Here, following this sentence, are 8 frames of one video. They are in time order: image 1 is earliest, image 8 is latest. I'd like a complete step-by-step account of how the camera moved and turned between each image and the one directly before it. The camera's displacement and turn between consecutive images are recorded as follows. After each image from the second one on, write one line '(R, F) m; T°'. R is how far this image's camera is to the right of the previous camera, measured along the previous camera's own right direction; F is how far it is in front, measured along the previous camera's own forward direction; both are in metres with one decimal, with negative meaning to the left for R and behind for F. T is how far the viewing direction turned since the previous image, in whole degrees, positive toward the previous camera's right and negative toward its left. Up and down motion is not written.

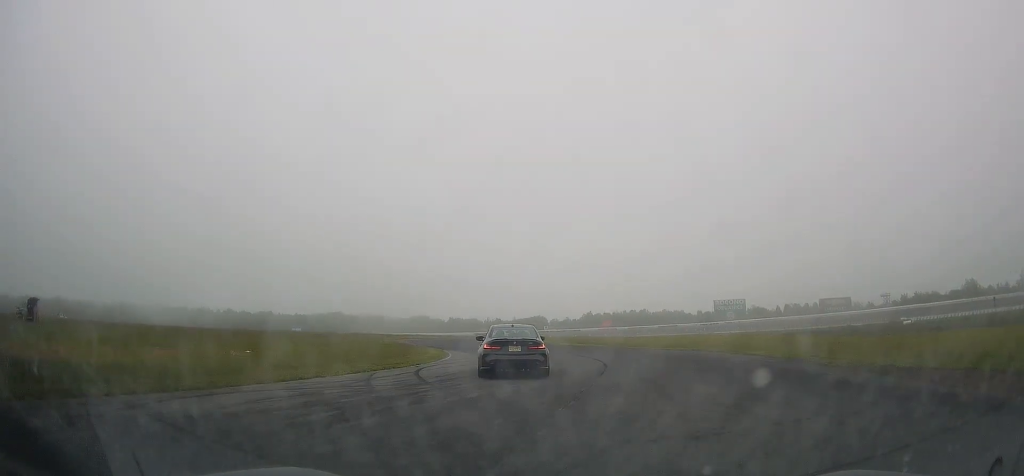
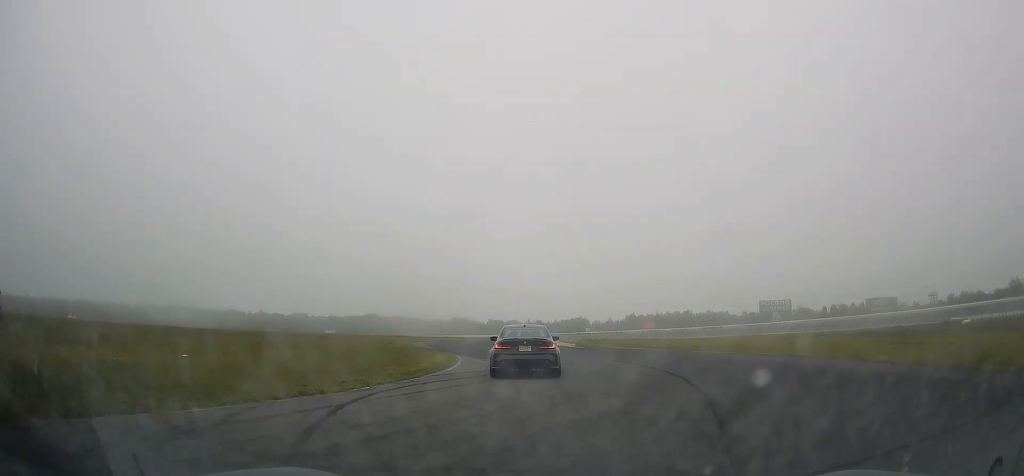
(-0.5, +9.2) m; -3°
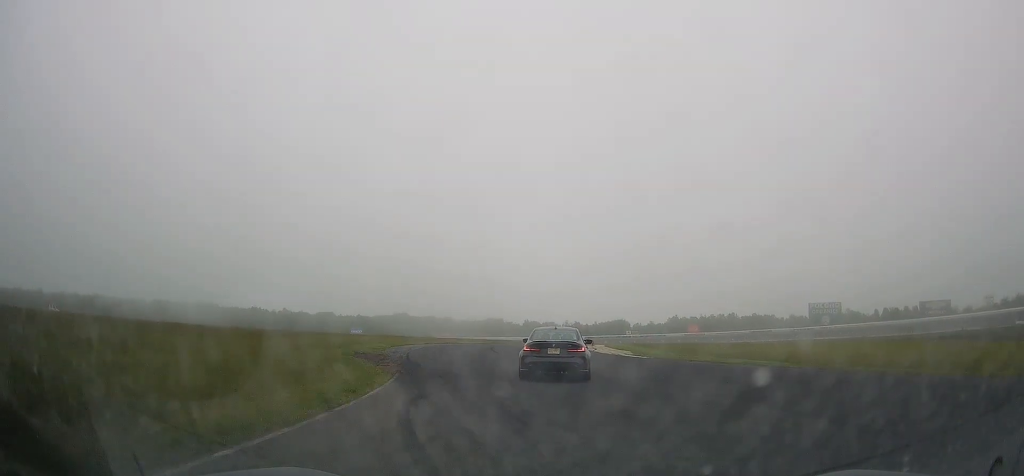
(-1.2, +18.3) m; -3°
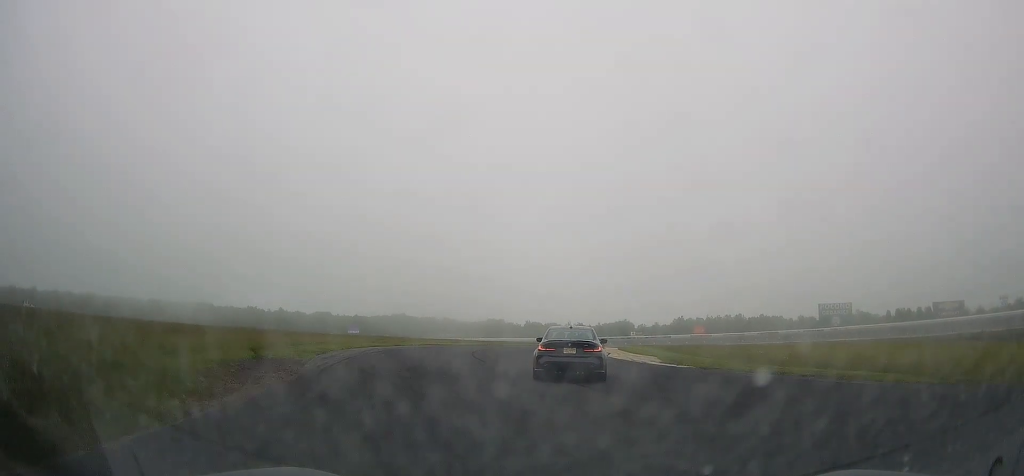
(+0.1, +9.6) m; +1°
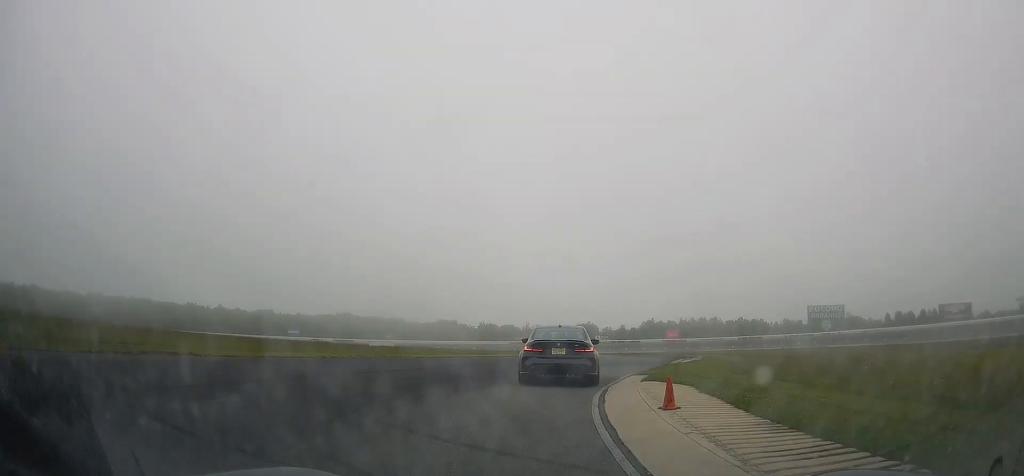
(+0.3, +31.3) m; +2°
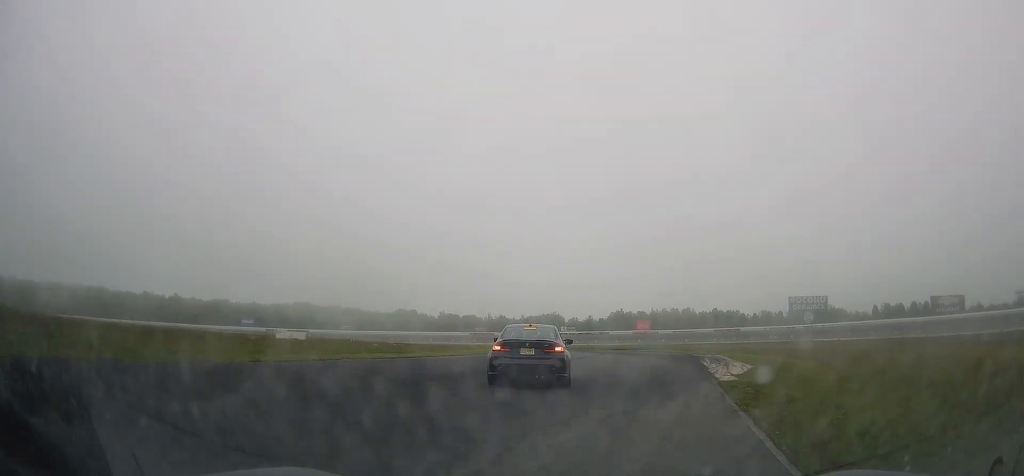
(+0.4, +16.0) m; +1°
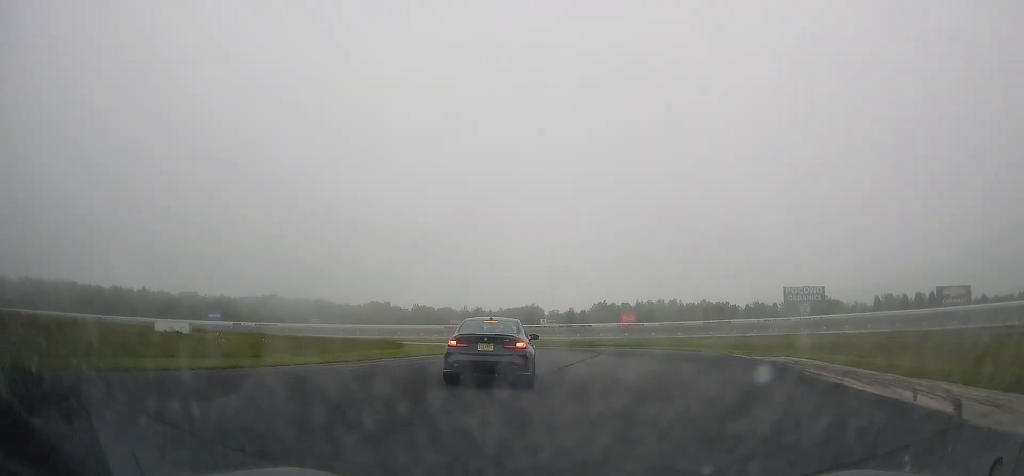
(+0.1, +15.6) m; +2°
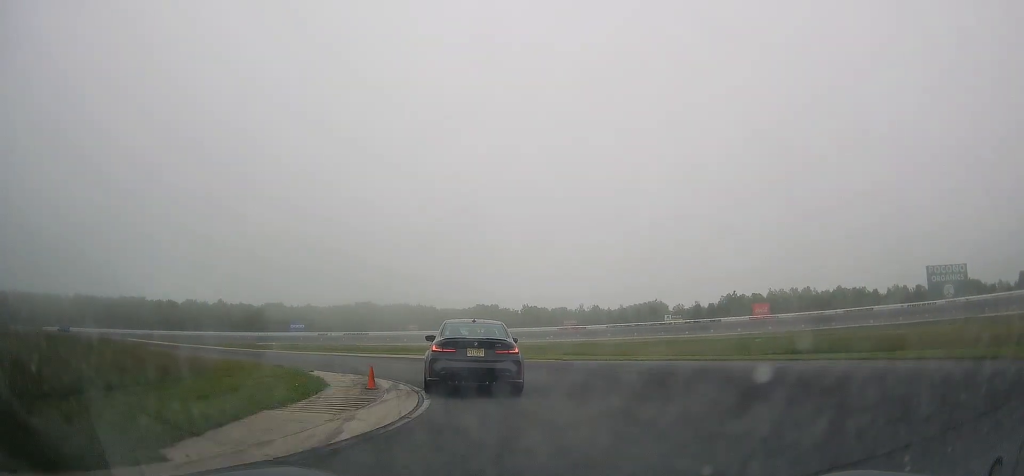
(0.0, +30.0) m; -11°
